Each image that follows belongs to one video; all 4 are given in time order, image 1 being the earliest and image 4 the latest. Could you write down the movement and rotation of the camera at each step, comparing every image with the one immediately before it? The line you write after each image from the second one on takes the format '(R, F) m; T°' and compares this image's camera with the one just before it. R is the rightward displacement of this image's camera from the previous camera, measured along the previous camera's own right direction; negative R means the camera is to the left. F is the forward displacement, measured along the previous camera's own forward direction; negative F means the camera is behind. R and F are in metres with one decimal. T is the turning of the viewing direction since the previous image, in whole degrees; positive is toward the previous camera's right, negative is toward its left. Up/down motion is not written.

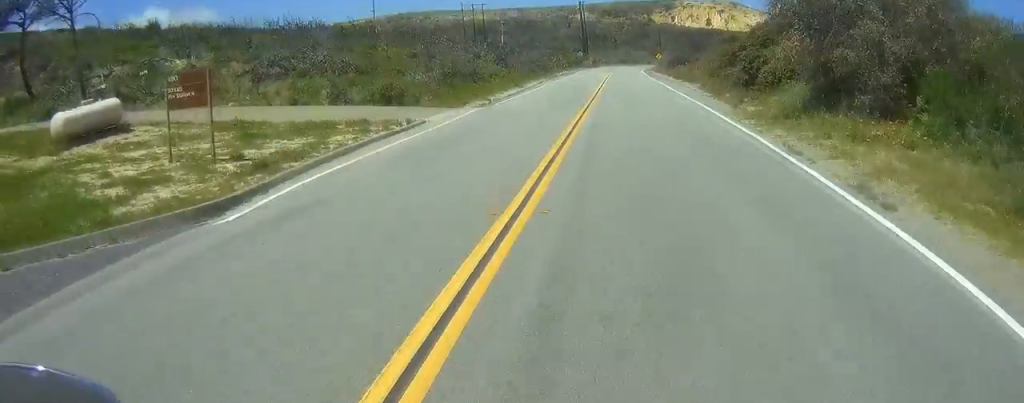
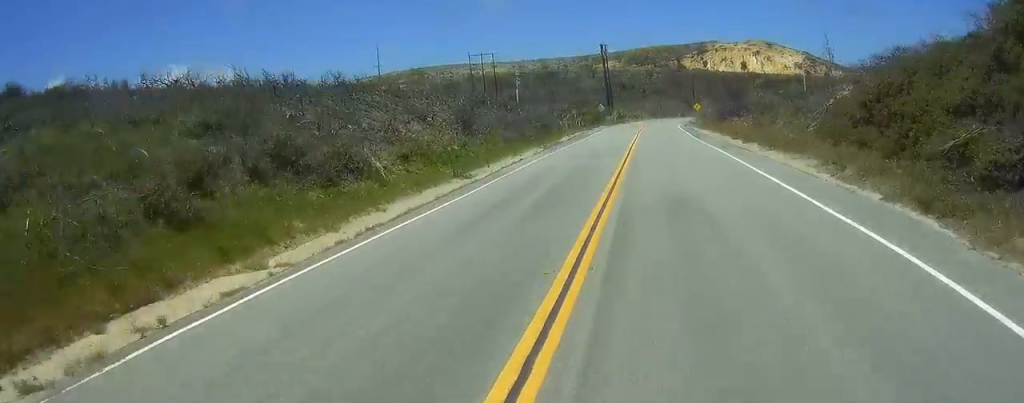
(+0.4, +21.6) m; +1°
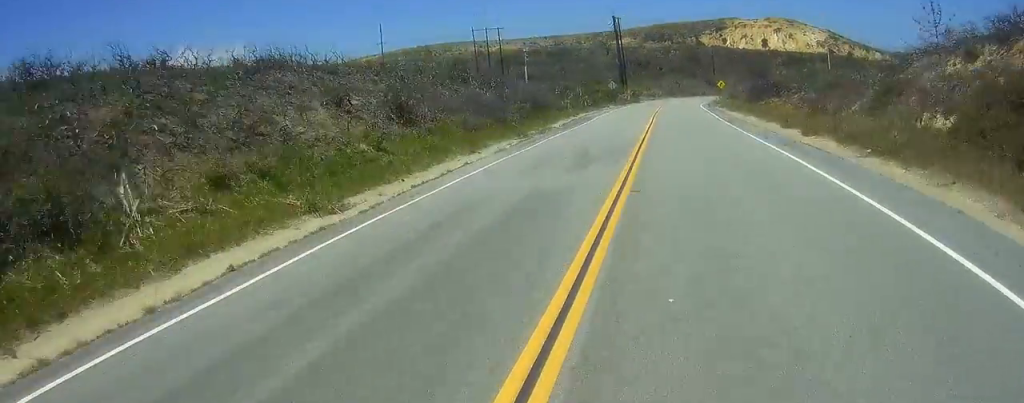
(-0.3, +11.1) m; -1°
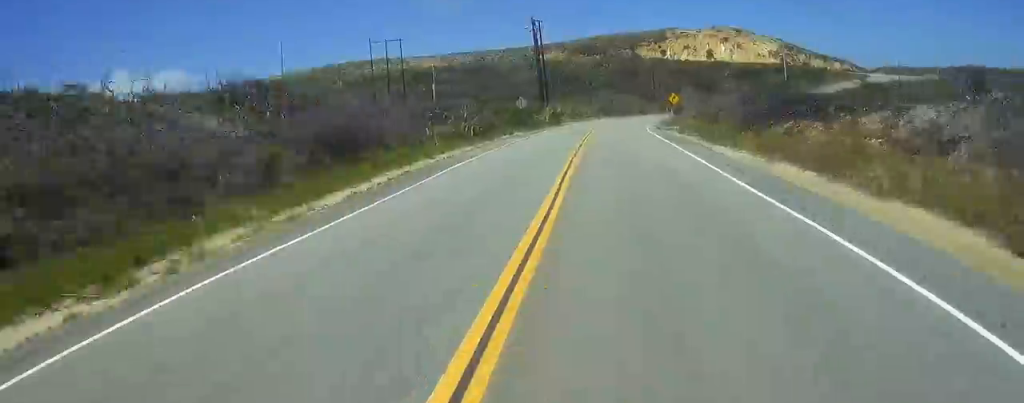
(-0.3, +22.4) m; 0°
